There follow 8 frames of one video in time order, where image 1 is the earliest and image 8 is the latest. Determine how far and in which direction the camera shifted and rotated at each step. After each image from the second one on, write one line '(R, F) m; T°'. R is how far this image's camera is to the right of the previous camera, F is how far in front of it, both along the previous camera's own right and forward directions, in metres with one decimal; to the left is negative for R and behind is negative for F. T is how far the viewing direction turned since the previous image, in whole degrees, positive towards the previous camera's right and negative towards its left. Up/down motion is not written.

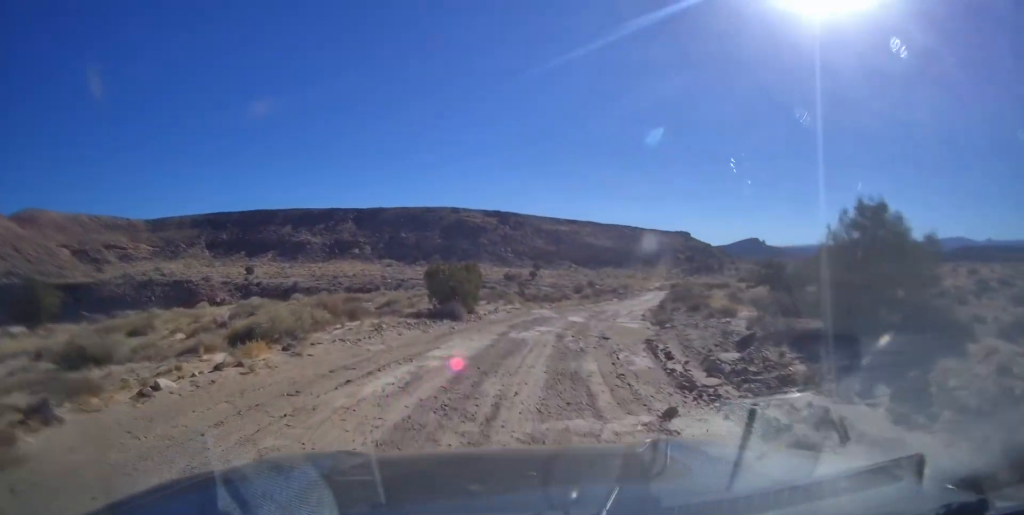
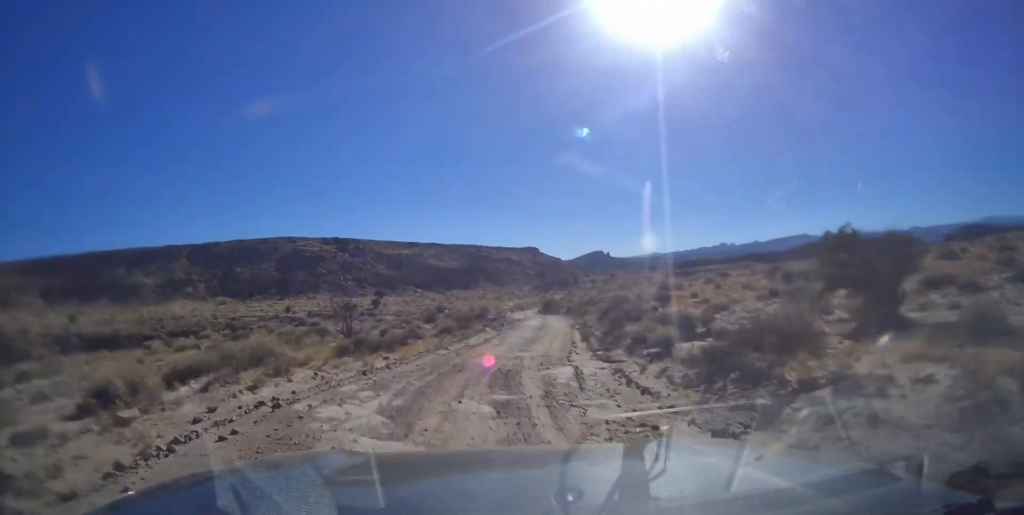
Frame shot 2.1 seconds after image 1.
(+4.8, +15.3) m; +27°
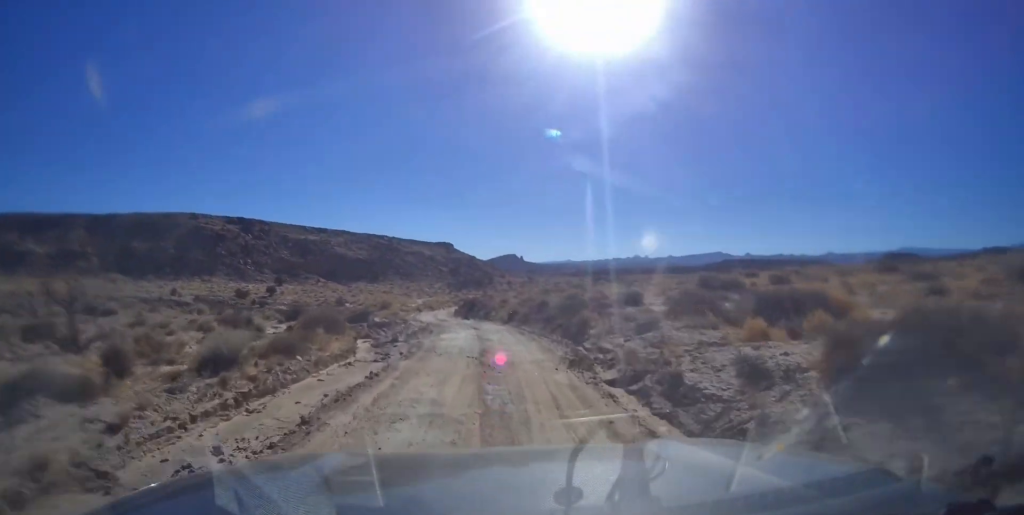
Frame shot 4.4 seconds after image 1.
(+3.3, +19.4) m; +12°
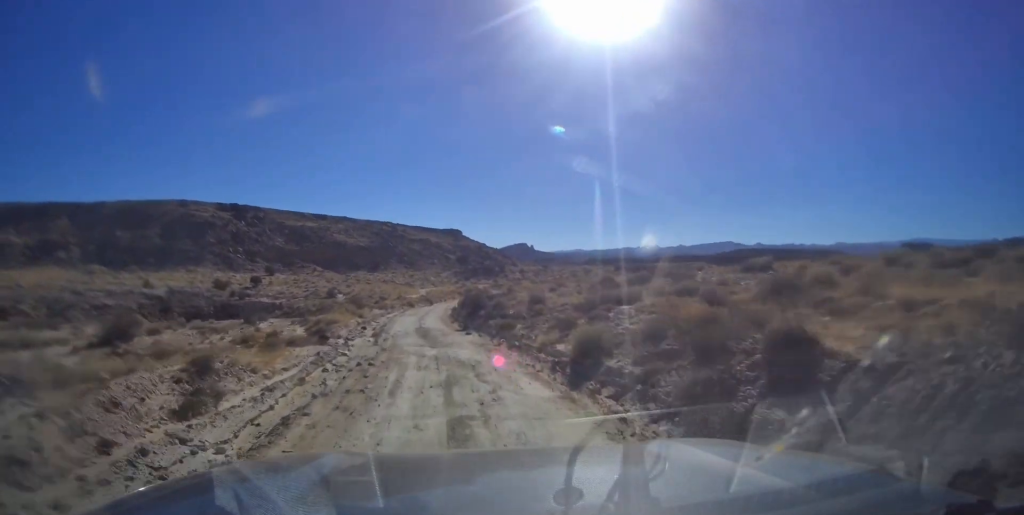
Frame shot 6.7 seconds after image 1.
(+0.7, +22.0) m; +2°
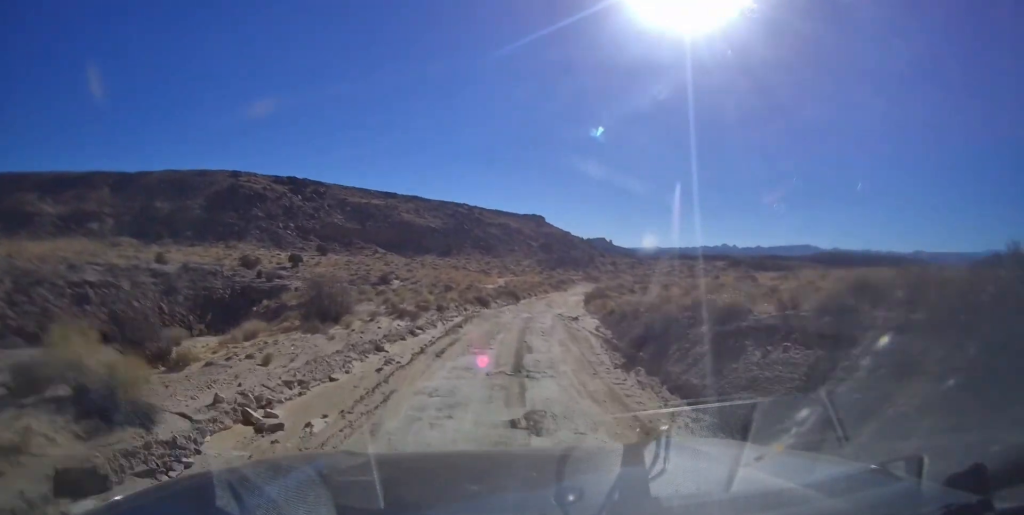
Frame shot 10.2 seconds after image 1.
(-2.0, +33.5) m; -7°
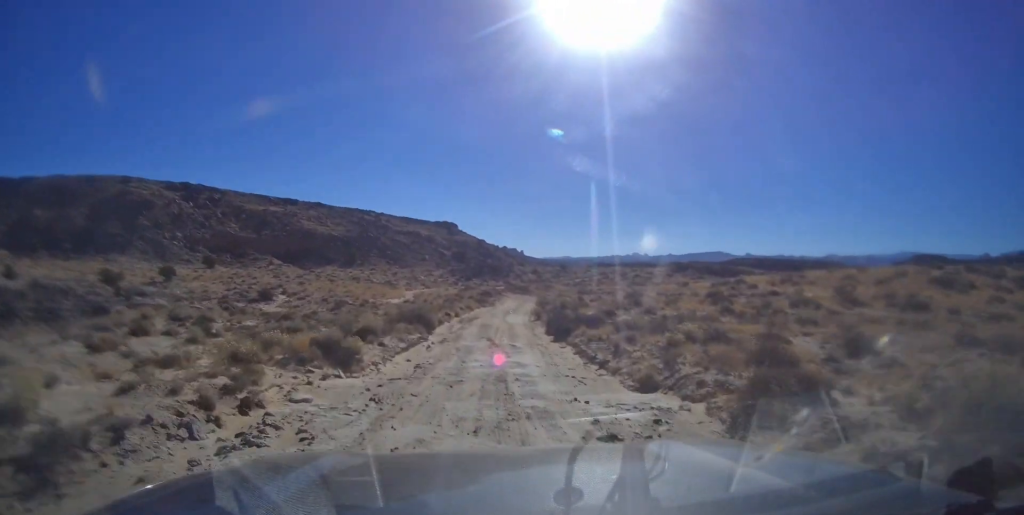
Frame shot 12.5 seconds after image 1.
(-0.1, +23.1) m; +5°
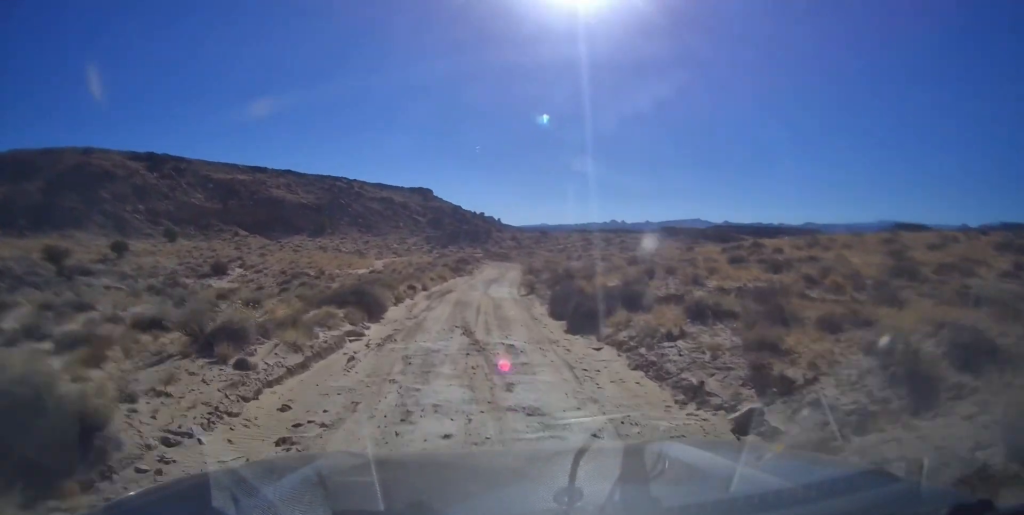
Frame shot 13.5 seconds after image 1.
(+0.3, +10.0) m; +4°
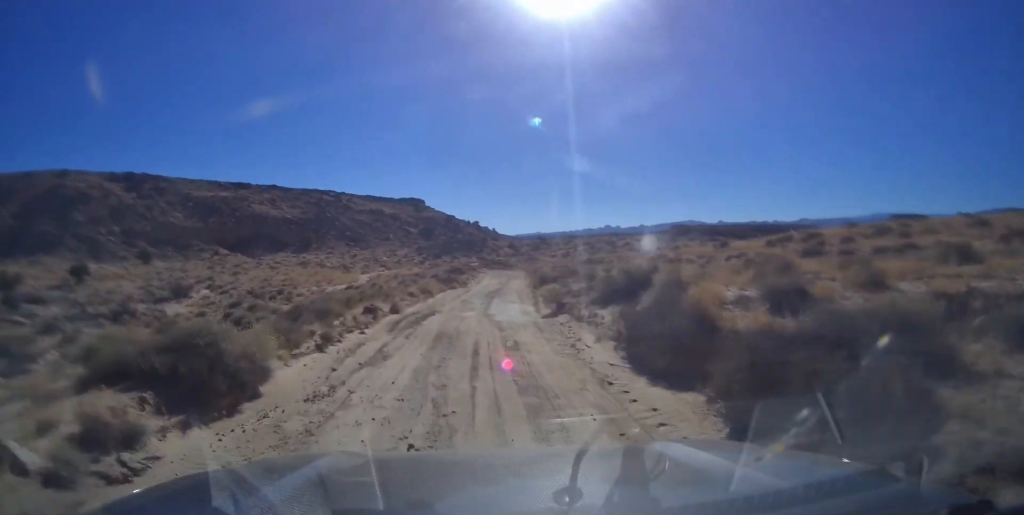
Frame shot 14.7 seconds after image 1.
(+0.6, +11.5) m; +4°
